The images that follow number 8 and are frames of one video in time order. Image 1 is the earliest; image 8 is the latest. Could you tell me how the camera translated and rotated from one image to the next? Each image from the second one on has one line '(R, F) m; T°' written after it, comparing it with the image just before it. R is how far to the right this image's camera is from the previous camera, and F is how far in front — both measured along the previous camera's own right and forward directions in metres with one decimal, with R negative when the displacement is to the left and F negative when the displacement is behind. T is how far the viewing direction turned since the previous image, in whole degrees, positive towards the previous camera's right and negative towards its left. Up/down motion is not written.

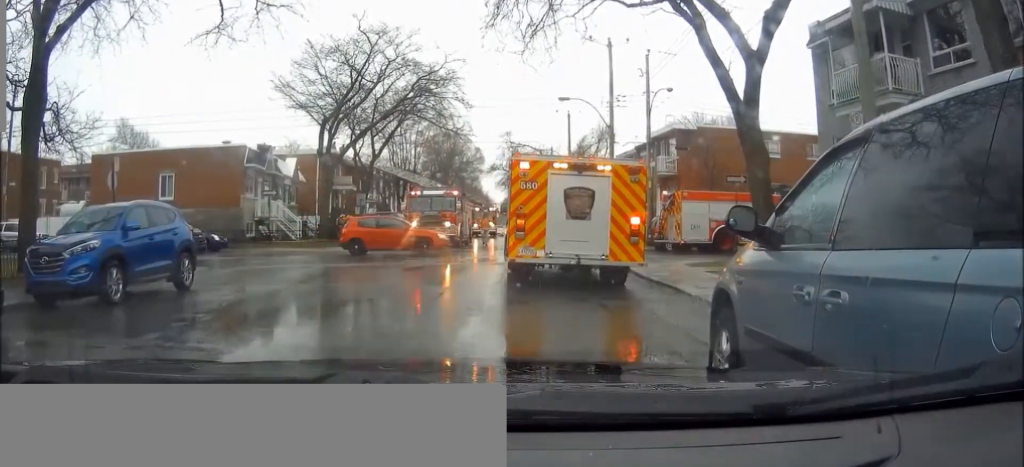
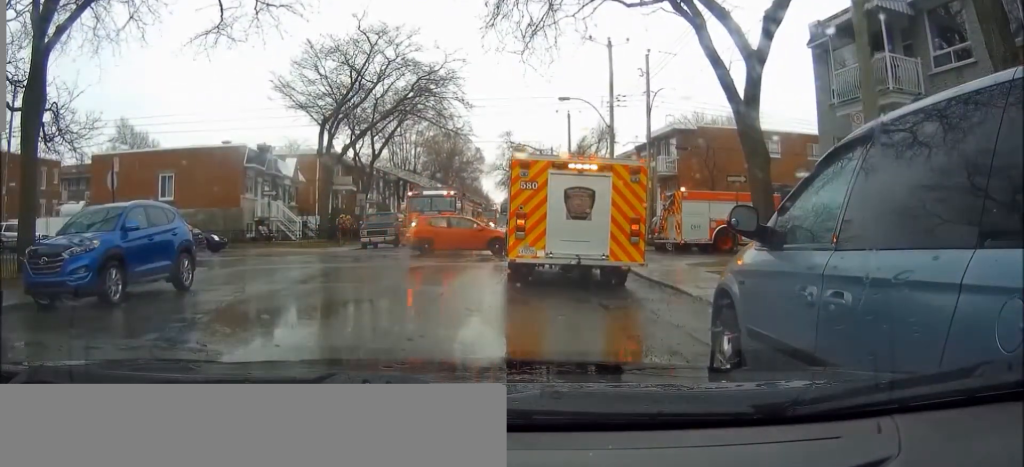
(-0.2, -0.2) m; 0°
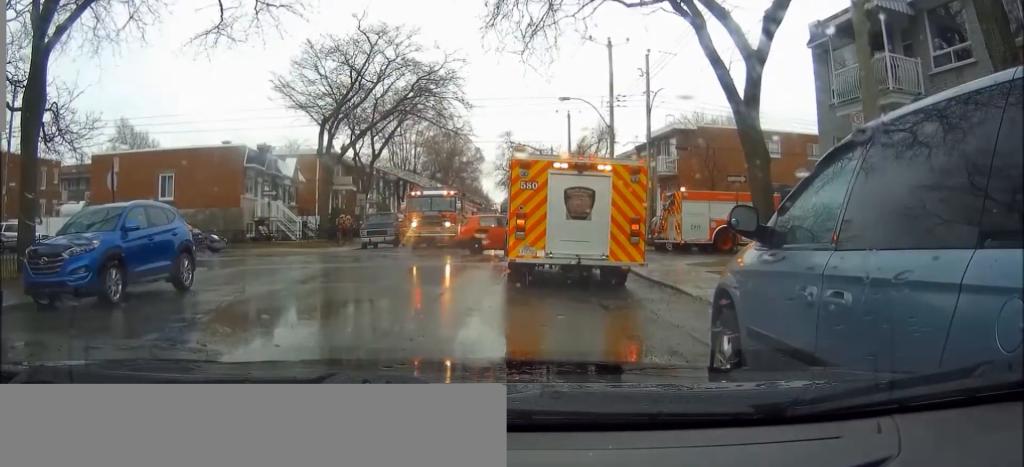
(0.0, 0.0) m; 0°
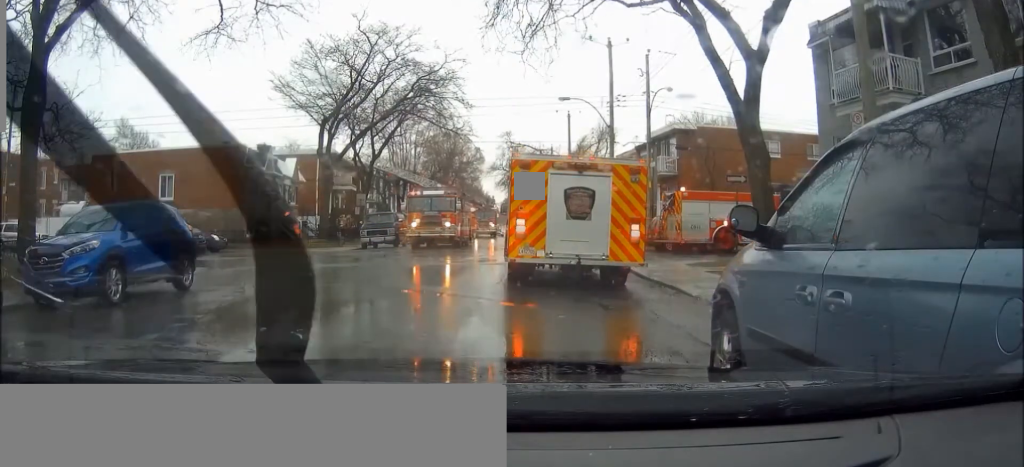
(0.0, 0.0) m; 0°
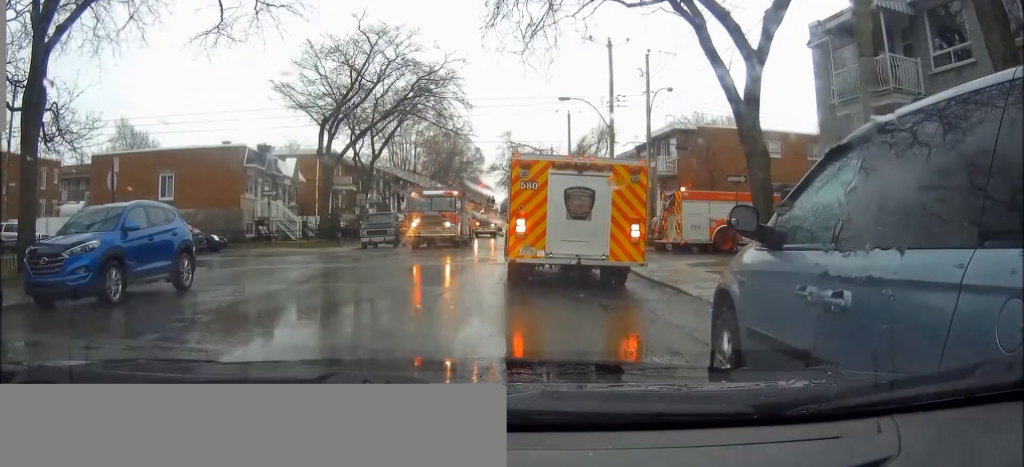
(0.0, 0.0) m; 0°
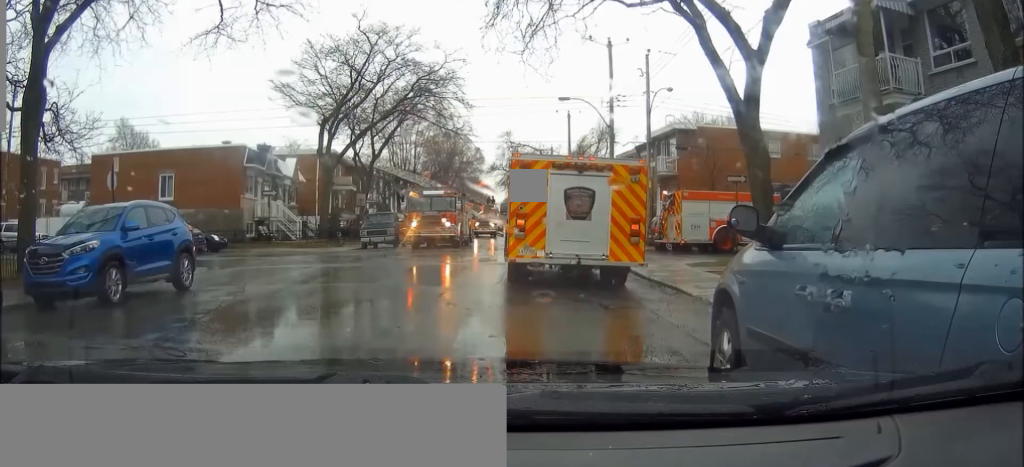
(0.0, 0.0) m; 0°
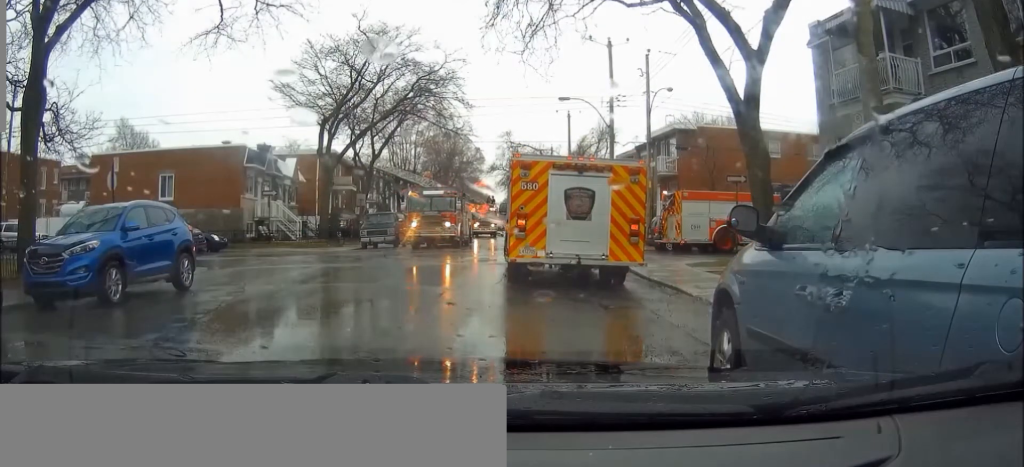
(0.0, 0.0) m; 0°
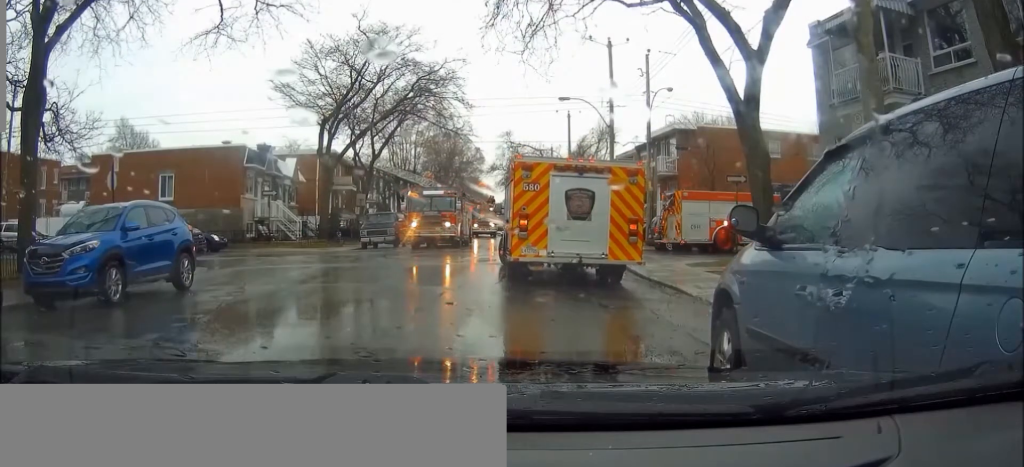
(0.0, 0.0) m; 0°
